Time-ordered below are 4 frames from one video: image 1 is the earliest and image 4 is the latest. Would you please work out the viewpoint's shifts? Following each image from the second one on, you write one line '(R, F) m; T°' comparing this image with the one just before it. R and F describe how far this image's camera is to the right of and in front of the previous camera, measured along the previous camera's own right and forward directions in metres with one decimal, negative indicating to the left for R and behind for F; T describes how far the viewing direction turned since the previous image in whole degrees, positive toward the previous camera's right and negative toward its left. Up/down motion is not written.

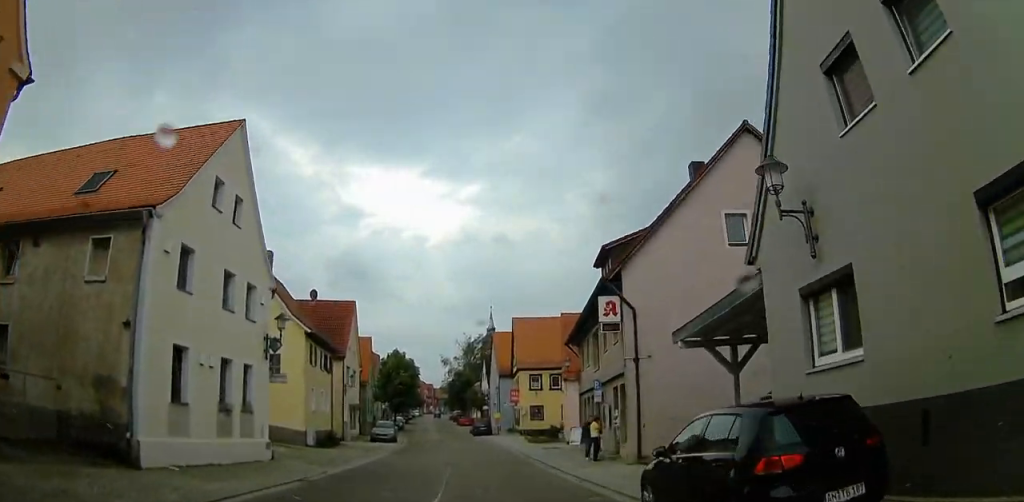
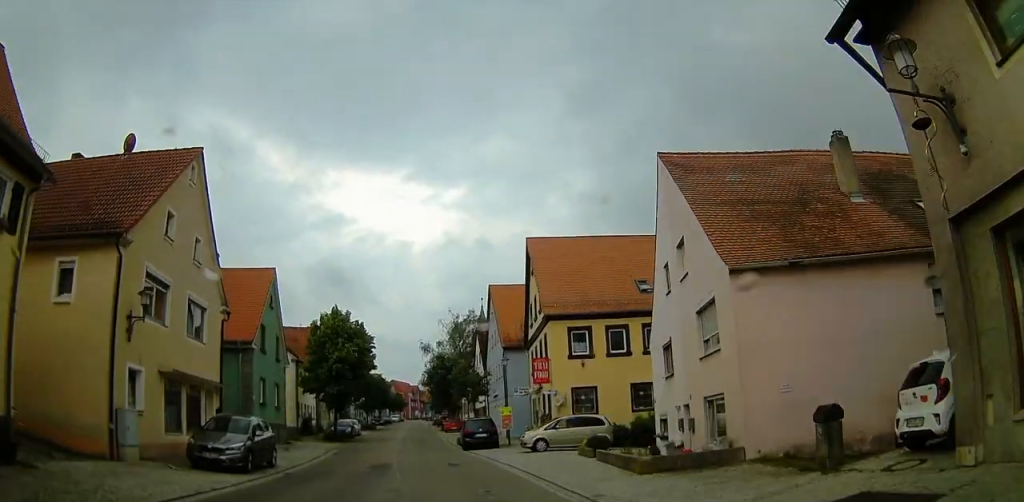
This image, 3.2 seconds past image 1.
(+1.0, +27.7) m; +3°
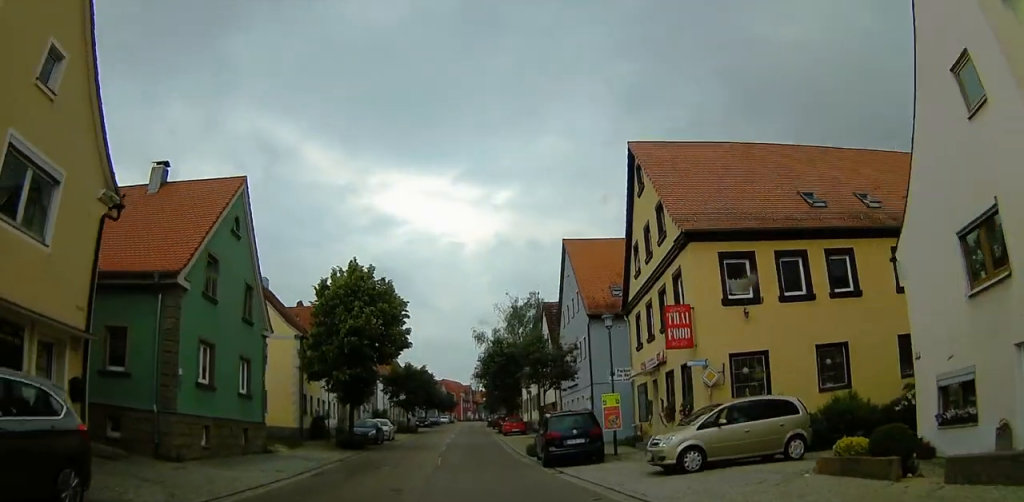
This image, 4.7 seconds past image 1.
(0.0, +12.8) m; -1°
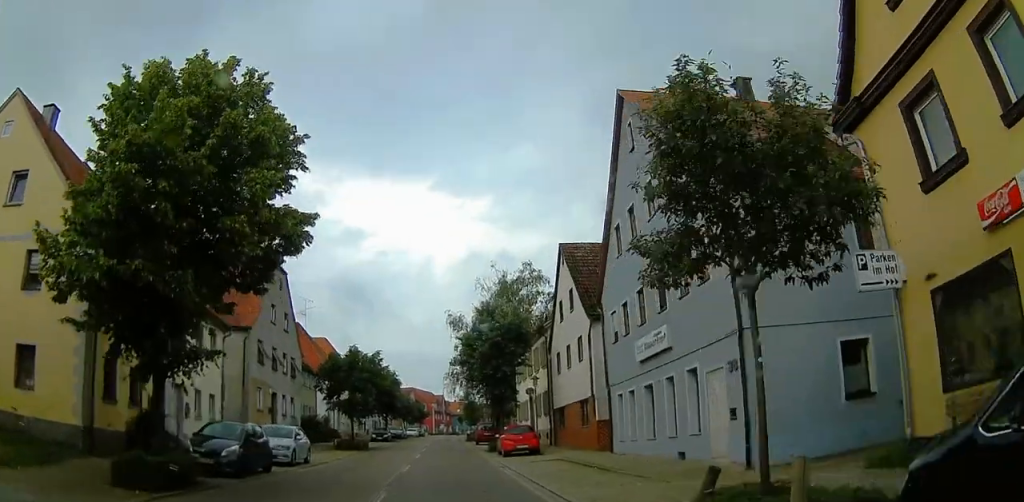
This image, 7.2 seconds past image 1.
(-0.4, +20.3) m; +2°
